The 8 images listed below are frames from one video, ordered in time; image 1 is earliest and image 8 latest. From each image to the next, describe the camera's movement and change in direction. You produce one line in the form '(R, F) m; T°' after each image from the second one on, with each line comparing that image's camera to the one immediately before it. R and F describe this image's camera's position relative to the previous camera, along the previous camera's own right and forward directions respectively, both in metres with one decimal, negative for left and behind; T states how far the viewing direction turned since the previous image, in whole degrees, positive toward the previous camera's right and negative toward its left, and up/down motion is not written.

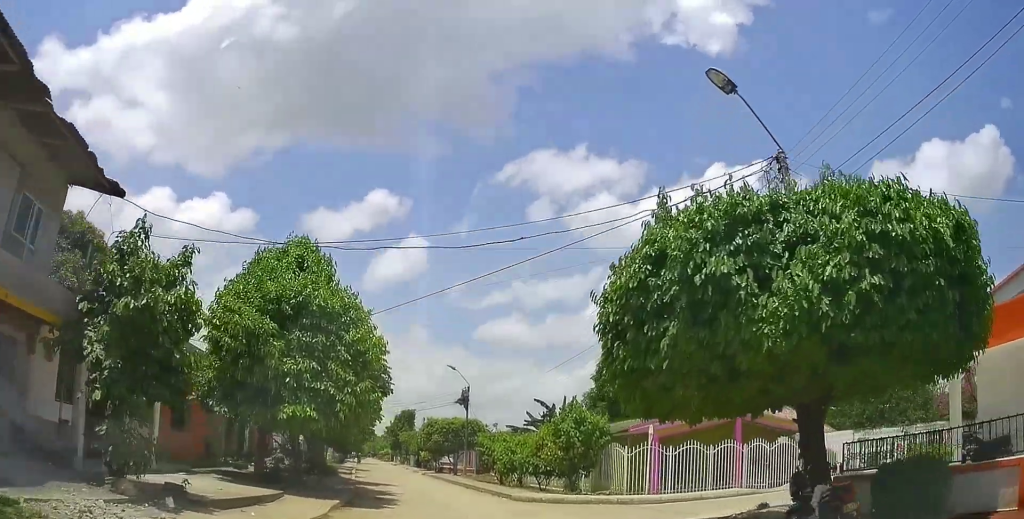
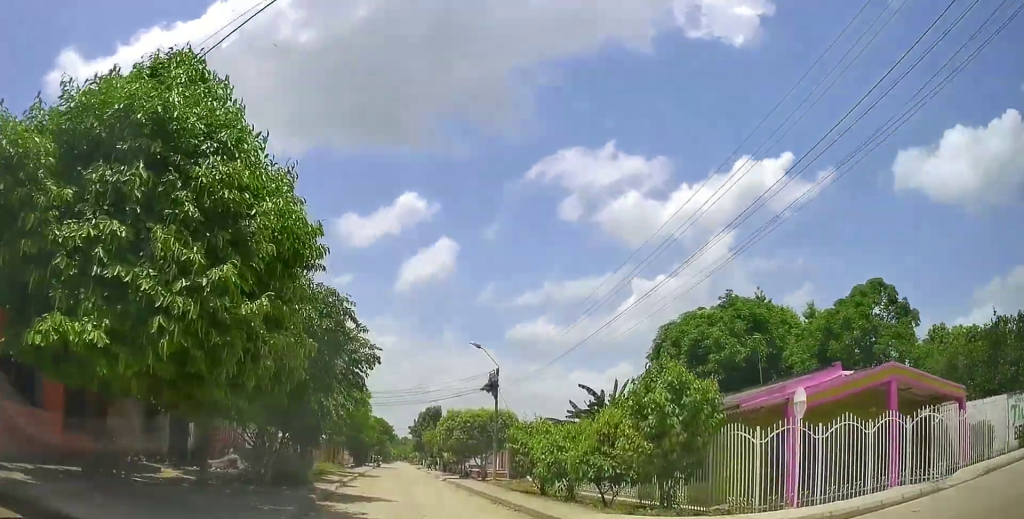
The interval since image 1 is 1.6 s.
(-0.9, +3.7) m; -45°
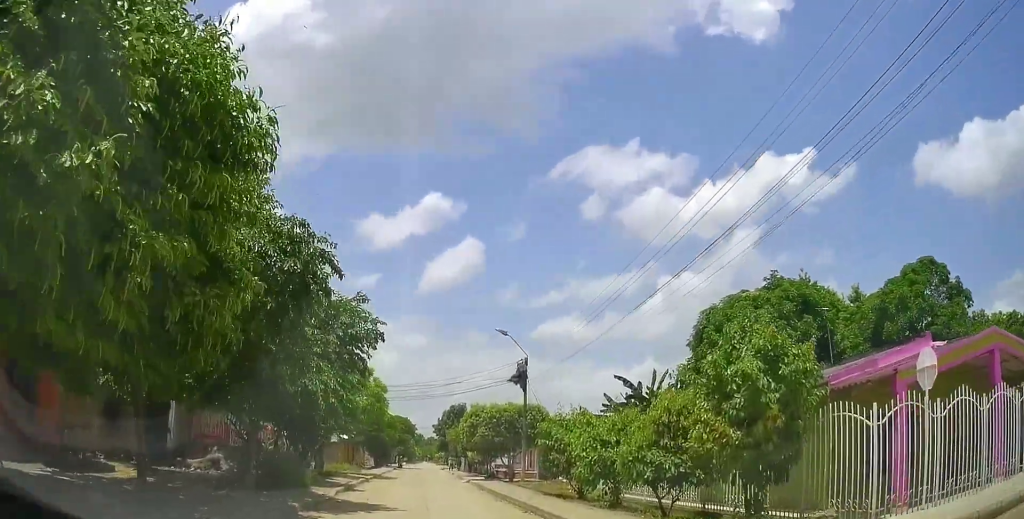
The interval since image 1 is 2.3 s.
(-0.5, +5.0) m; -5°
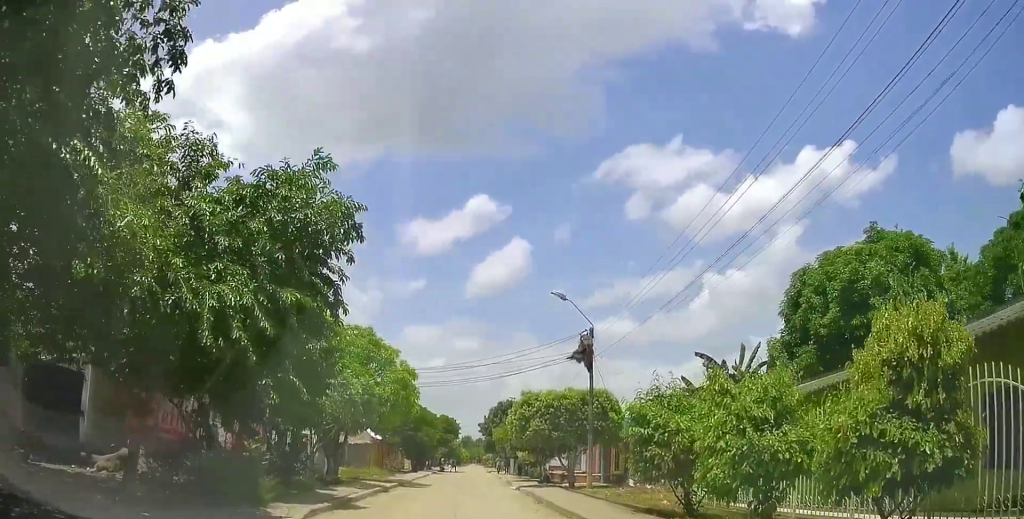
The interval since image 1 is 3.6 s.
(+0.2, +8.9) m; +6°
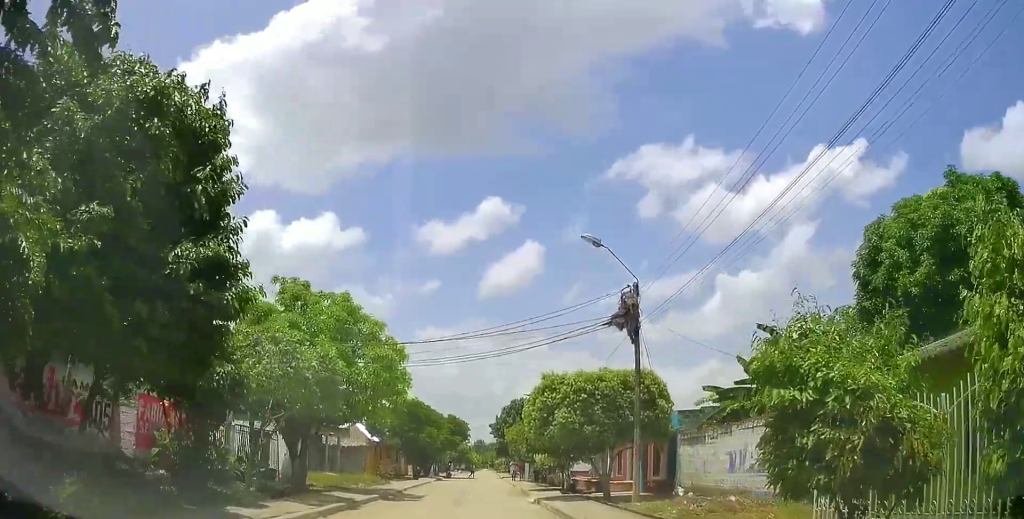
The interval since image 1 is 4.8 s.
(+0.2, +7.3) m; -3°
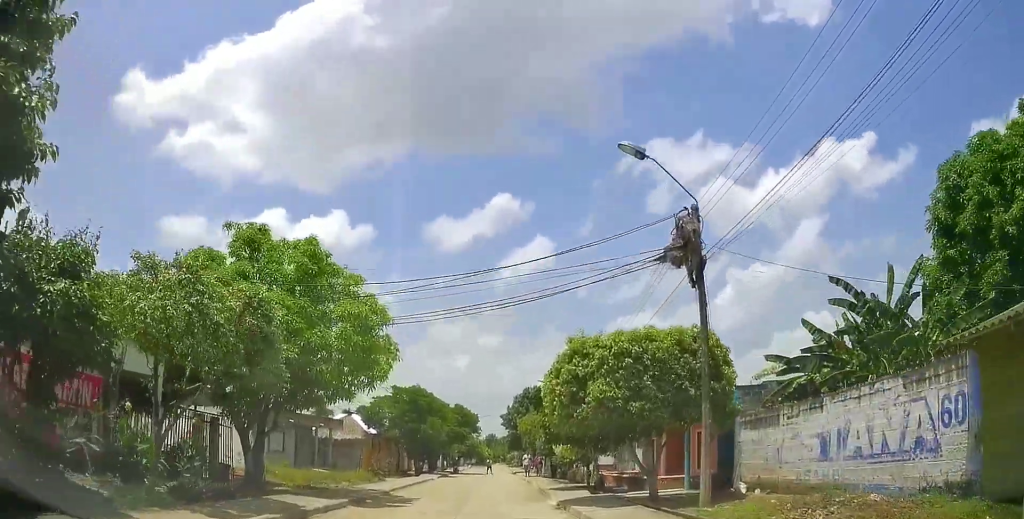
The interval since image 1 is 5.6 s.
(-0.5, +5.7) m; -3°
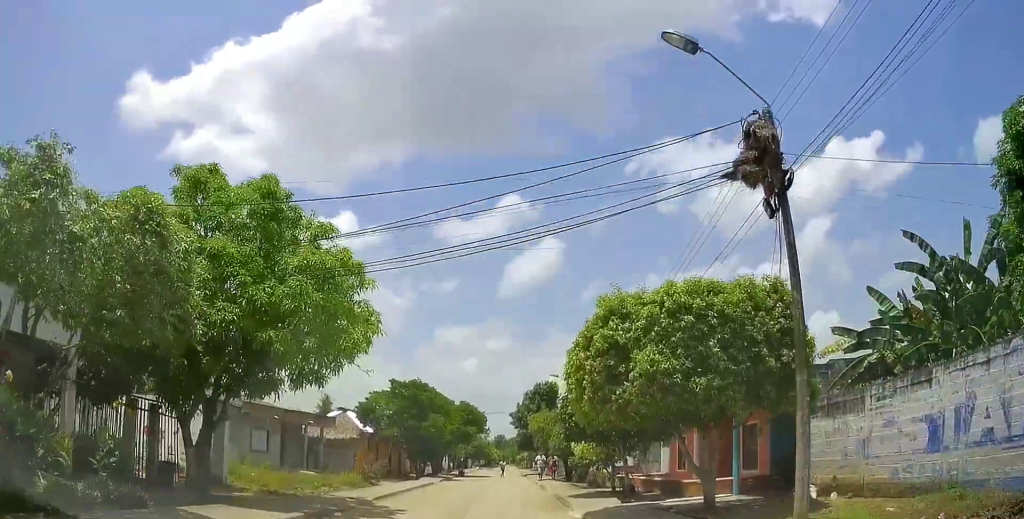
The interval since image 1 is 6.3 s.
(+0.4, +4.0) m; -1°
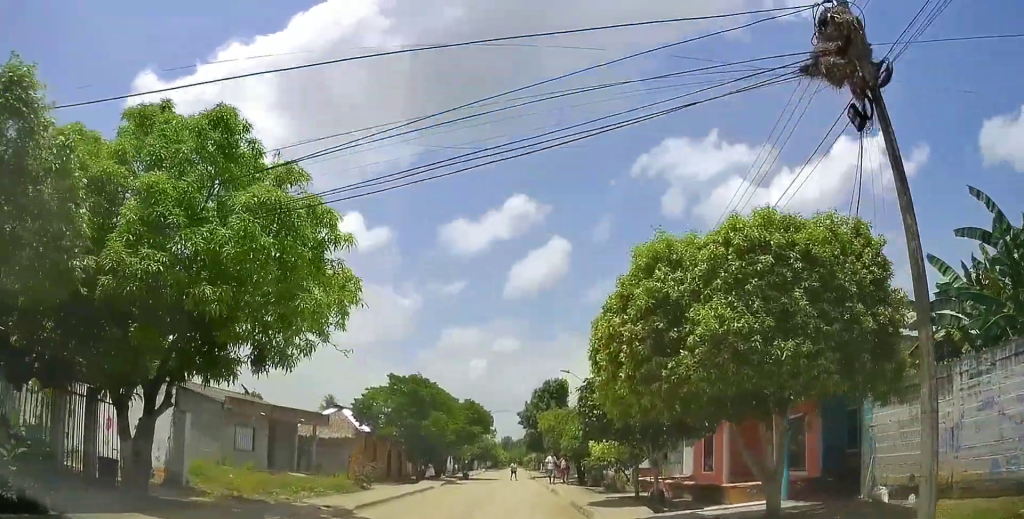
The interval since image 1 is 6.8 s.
(-0.2, +2.9) m; -2°
